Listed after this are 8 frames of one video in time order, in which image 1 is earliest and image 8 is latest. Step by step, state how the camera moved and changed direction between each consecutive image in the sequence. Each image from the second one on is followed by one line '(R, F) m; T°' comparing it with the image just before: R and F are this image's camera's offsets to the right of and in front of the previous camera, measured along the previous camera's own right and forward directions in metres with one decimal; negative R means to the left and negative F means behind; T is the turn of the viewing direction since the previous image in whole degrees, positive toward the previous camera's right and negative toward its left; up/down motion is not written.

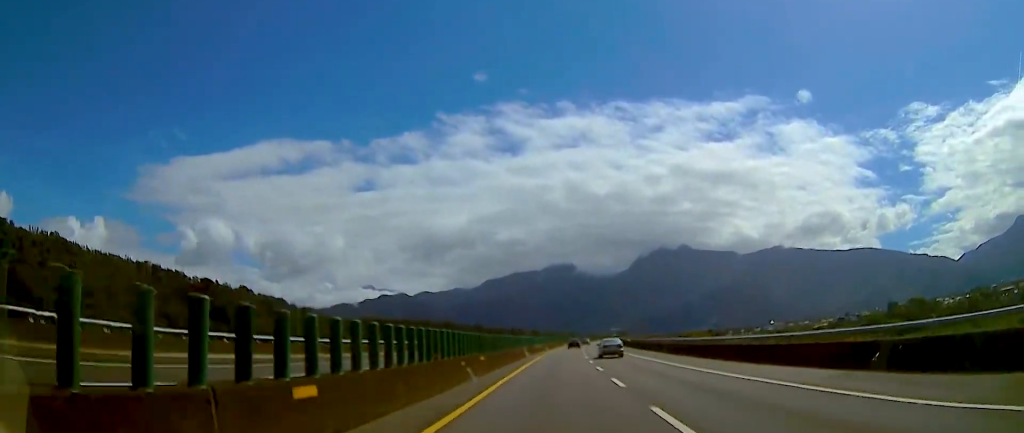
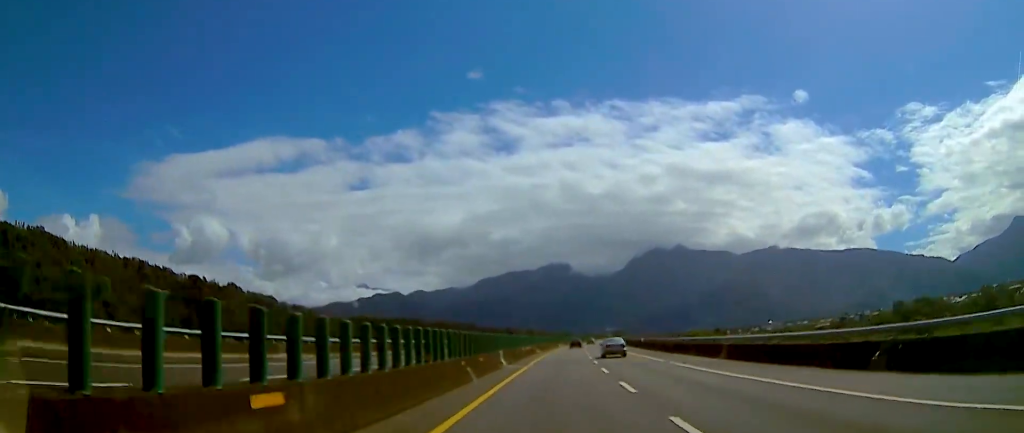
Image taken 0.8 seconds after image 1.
(-0.1, +22.4) m; +1°
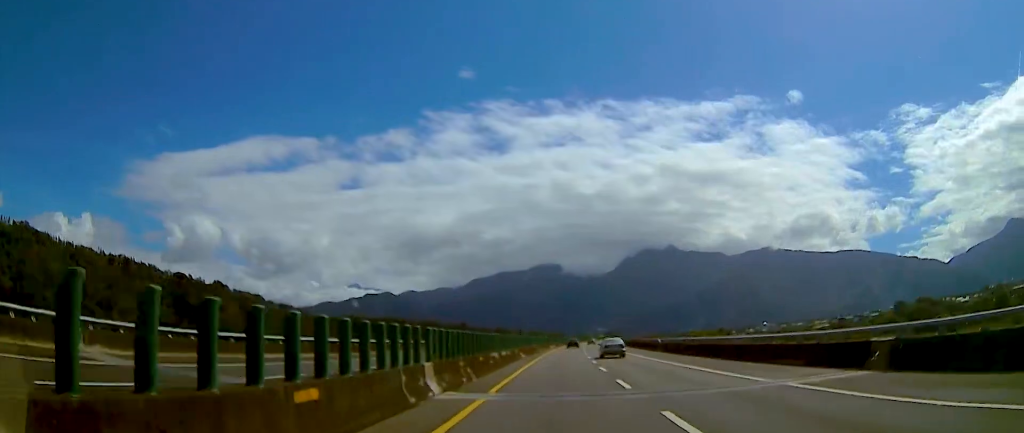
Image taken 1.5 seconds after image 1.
(+0.7, +18.5) m; +1°
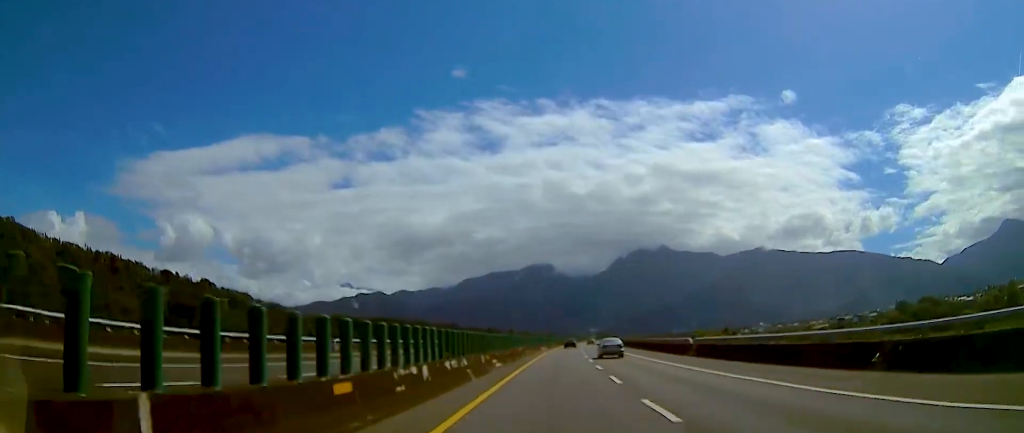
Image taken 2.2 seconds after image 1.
(+0.3, +17.1) m; +1°
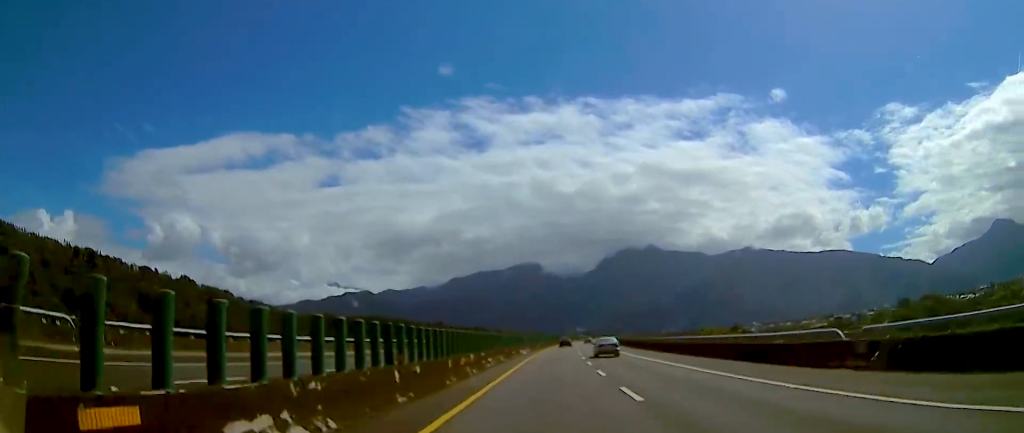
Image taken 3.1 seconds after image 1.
(0.0, +25.4) m; 0°
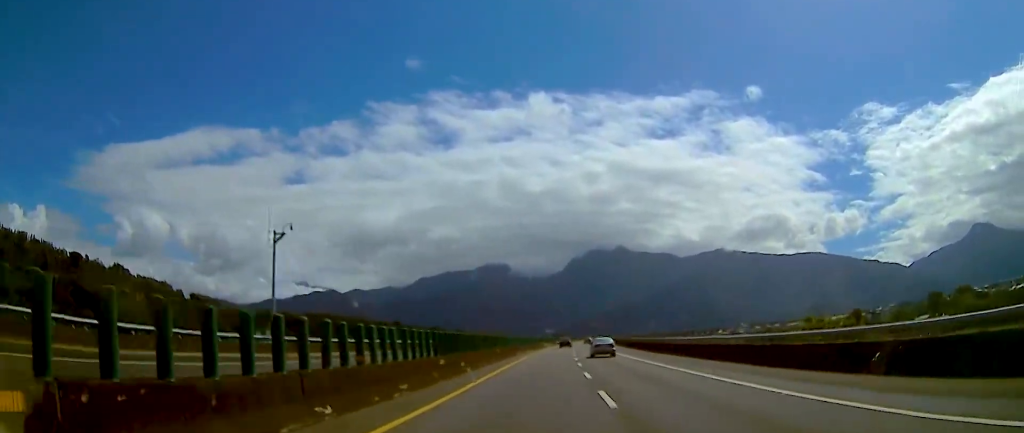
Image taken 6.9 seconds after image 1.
(+1.7, +100.4) m; +1°
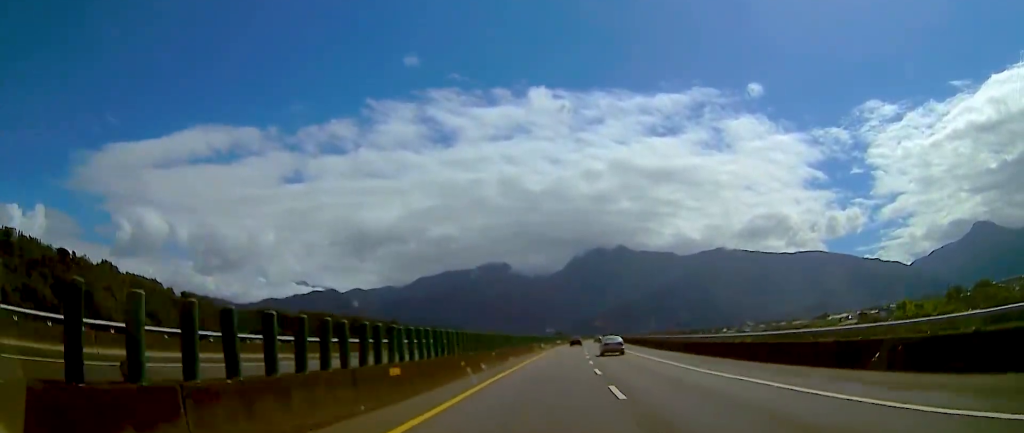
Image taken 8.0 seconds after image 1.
(0.0, +29.3) m; +1°
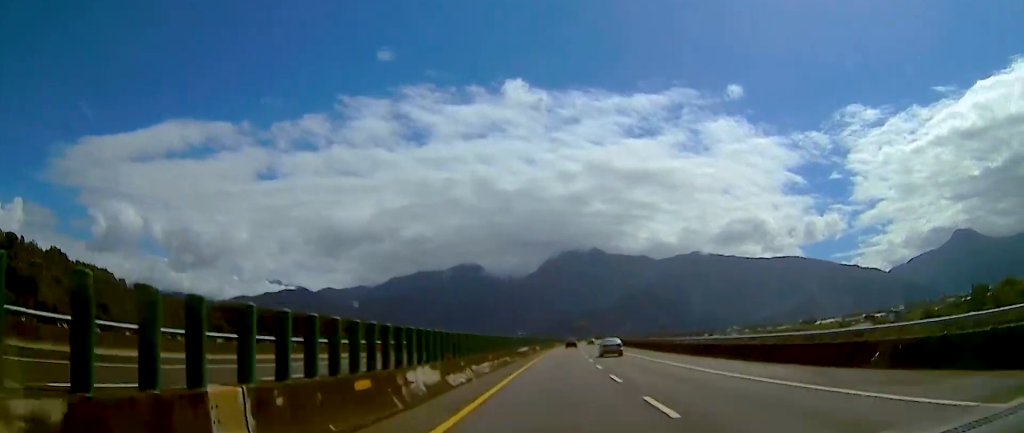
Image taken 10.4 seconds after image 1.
(+2.3, +63.9) m; +4°
